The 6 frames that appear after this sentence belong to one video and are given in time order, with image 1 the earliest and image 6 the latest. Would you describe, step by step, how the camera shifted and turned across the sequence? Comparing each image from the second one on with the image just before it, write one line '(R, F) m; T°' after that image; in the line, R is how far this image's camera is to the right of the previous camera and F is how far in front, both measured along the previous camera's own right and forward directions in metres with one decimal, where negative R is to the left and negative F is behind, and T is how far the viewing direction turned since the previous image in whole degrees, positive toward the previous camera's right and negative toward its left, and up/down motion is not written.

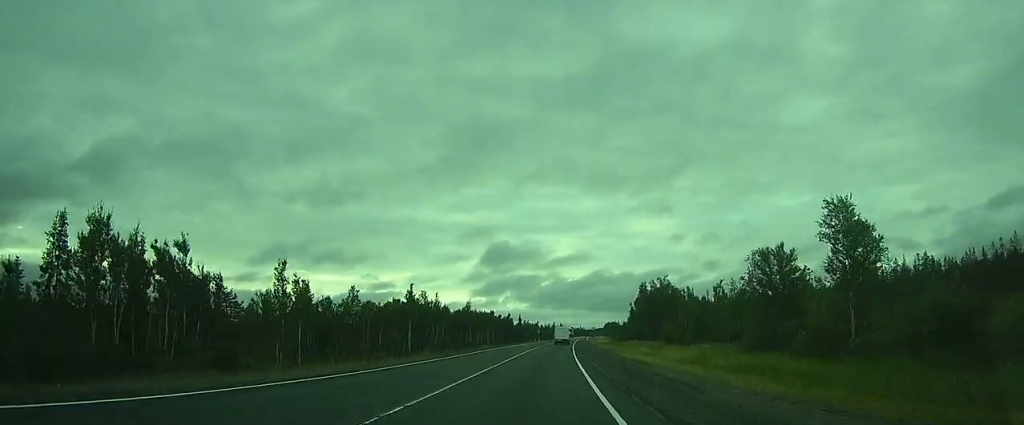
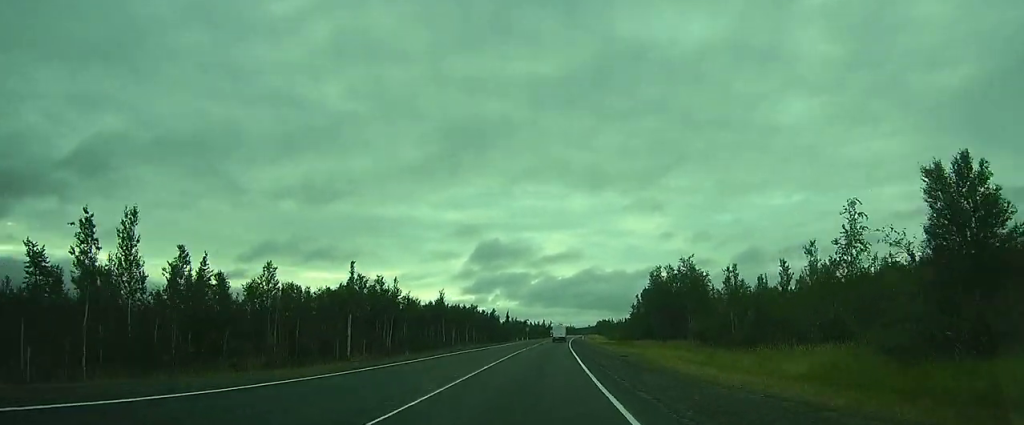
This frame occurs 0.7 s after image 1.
(+0.1, +15.0) m; 0°
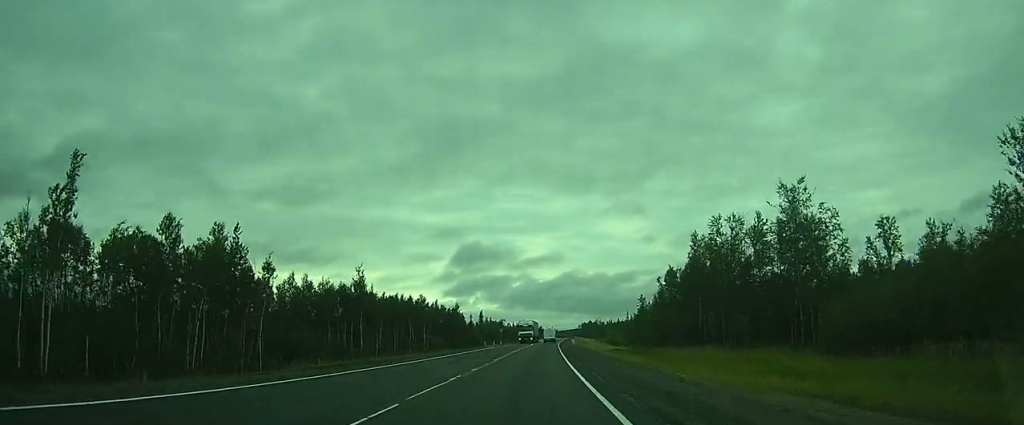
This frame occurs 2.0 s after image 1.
(+0.2, +24.1) m; +2°
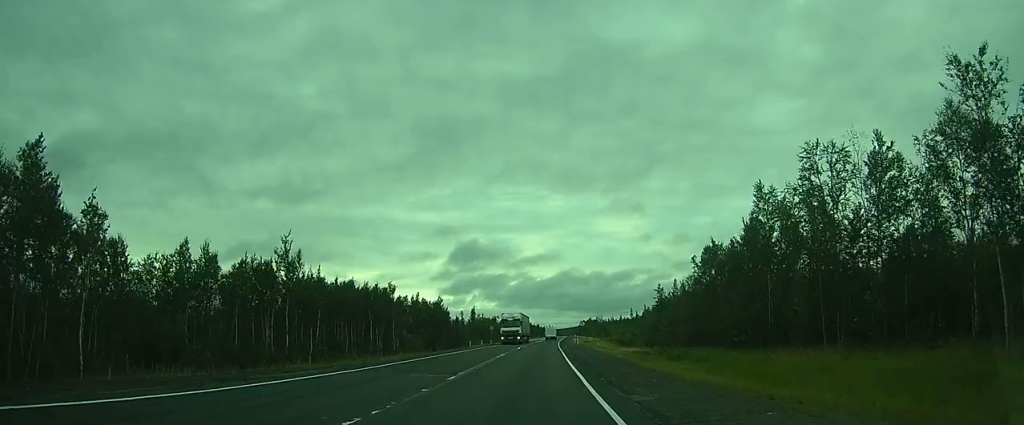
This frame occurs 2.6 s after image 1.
(0.0, +11.8) m; +2°
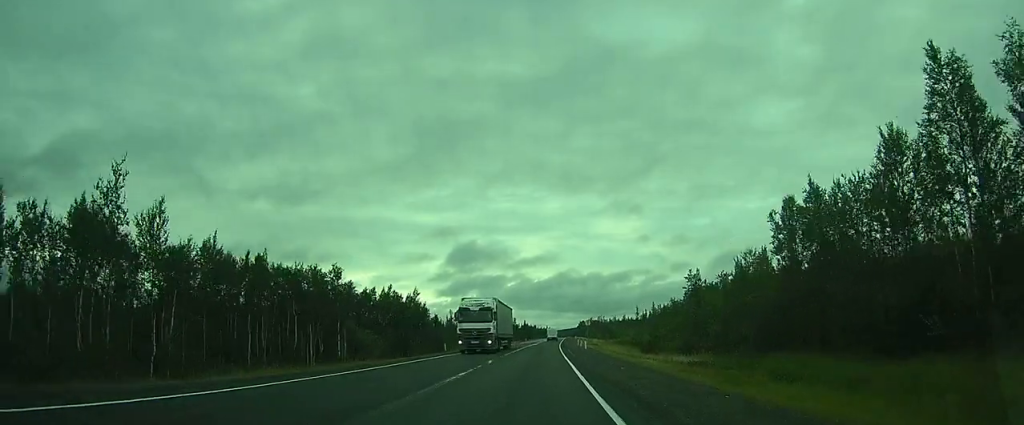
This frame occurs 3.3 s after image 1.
(+0.3, +13.1) m; +1°
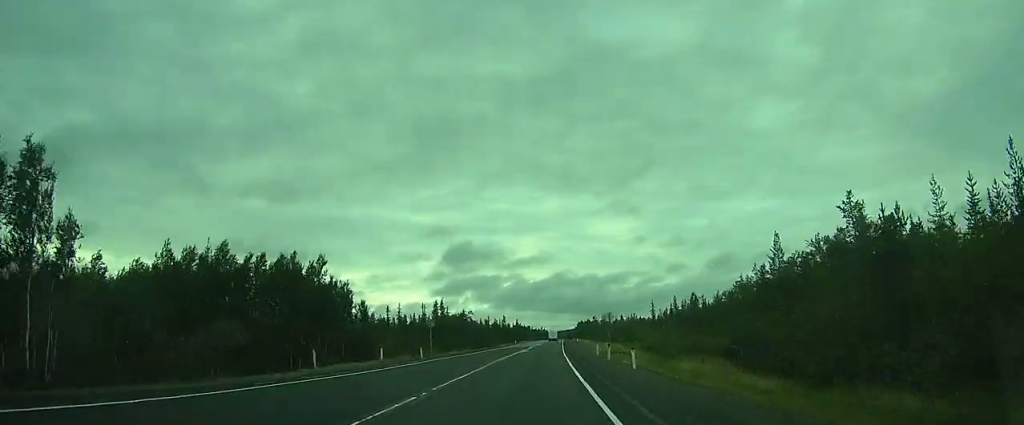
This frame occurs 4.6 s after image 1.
(+0.3, +24.8) m; +1°
